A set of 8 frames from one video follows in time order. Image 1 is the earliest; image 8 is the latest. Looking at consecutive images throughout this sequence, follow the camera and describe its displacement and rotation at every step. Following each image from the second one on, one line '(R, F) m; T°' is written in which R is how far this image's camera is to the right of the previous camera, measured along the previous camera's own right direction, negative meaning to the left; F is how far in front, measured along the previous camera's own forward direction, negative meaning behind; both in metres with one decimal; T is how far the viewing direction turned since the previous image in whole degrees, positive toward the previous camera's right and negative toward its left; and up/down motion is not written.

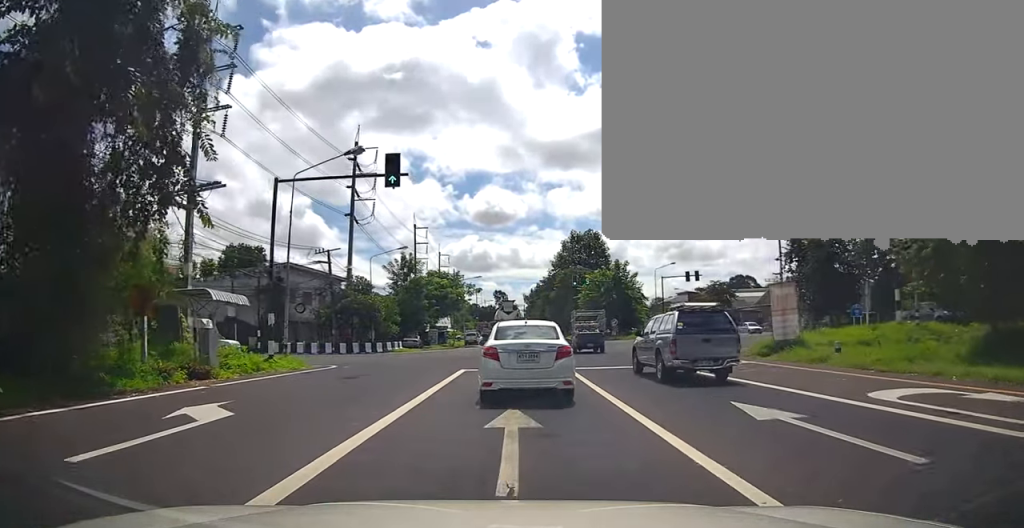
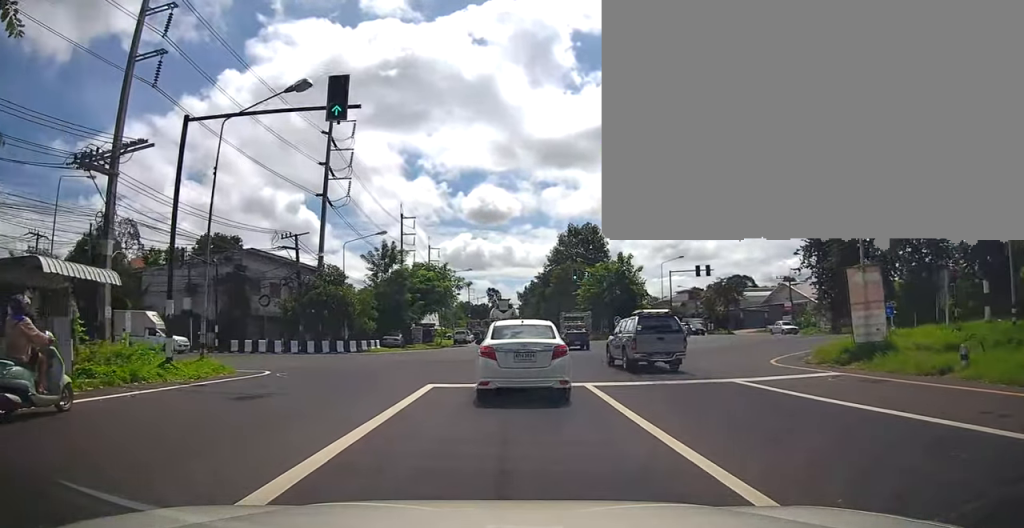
(+0.4, +6.1) m; +2°
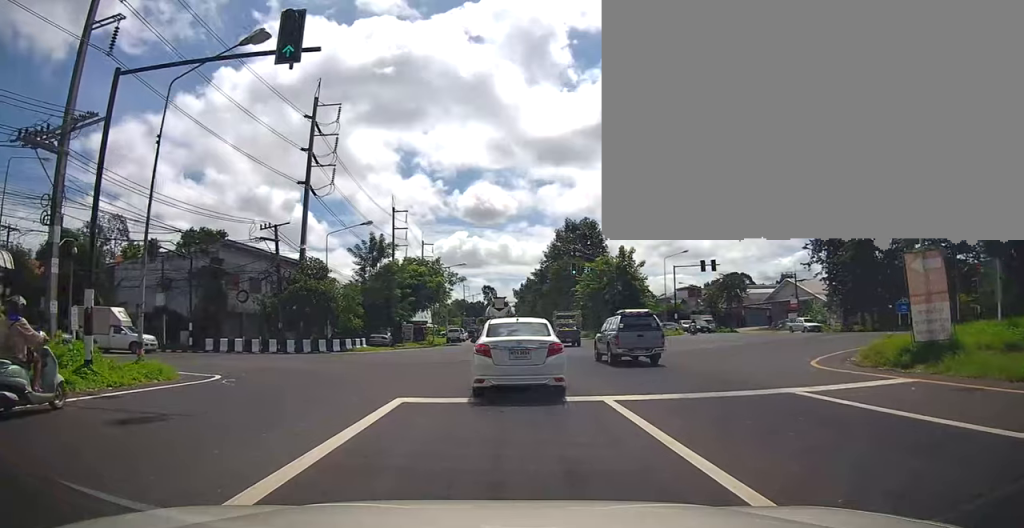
(0.0, +3.1) m; 0°
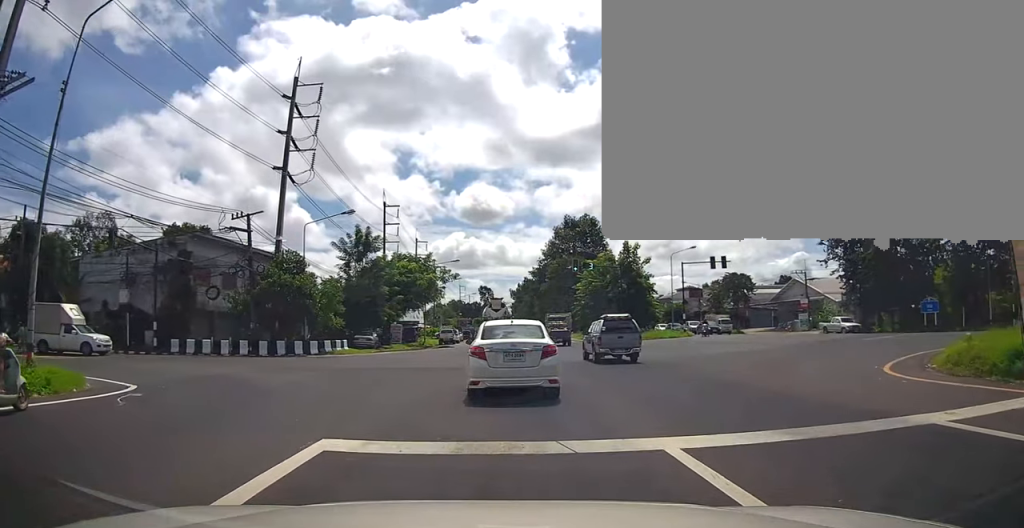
(-0.2, +4.0) m; -2°
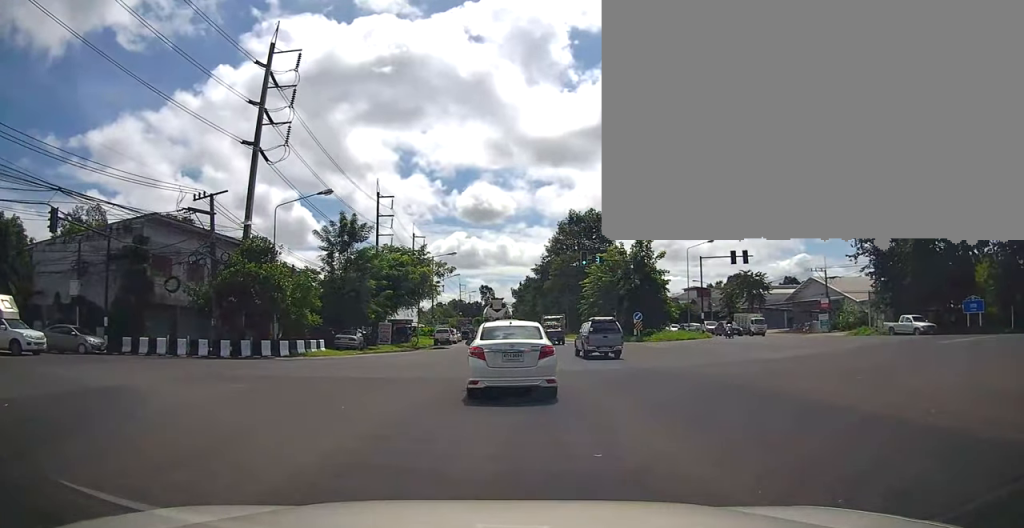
(0.0, +5.2) m; +1°
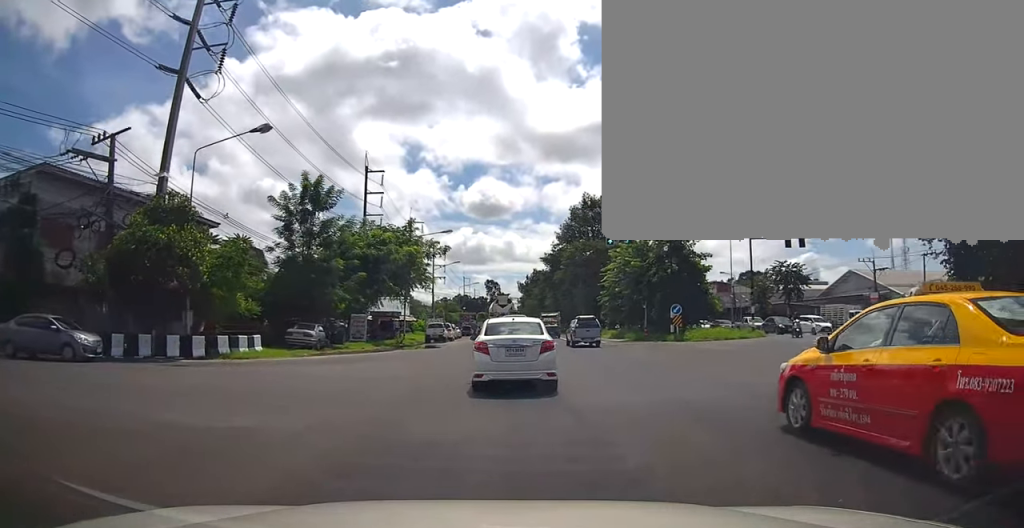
(+0.1, +9.7) m; +1°
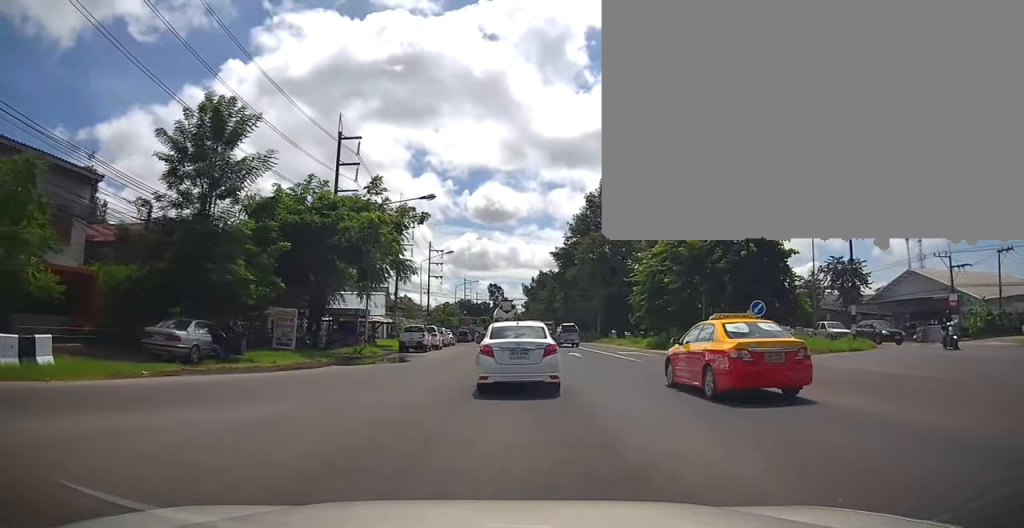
(-0.4, +12.9) m; -4°
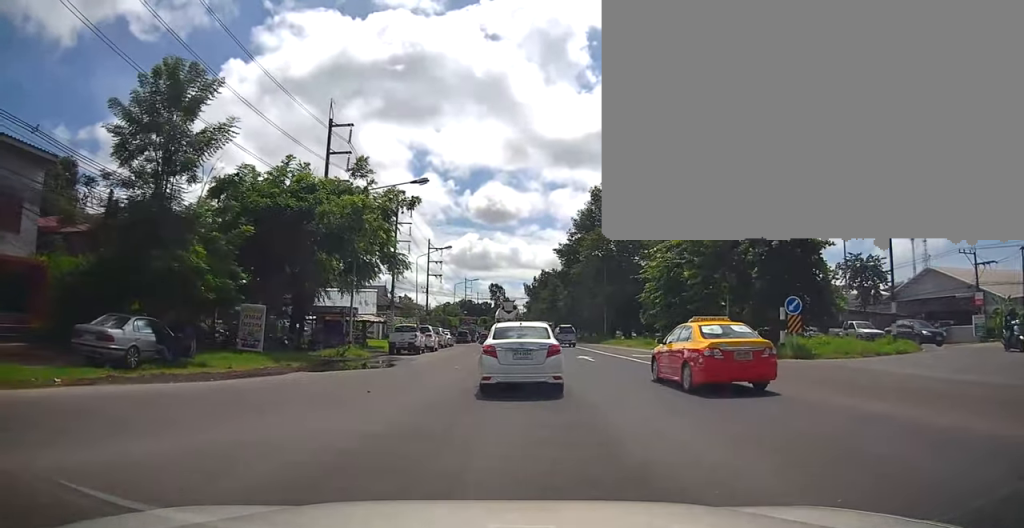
(0.0, +3.4) m; 0°
